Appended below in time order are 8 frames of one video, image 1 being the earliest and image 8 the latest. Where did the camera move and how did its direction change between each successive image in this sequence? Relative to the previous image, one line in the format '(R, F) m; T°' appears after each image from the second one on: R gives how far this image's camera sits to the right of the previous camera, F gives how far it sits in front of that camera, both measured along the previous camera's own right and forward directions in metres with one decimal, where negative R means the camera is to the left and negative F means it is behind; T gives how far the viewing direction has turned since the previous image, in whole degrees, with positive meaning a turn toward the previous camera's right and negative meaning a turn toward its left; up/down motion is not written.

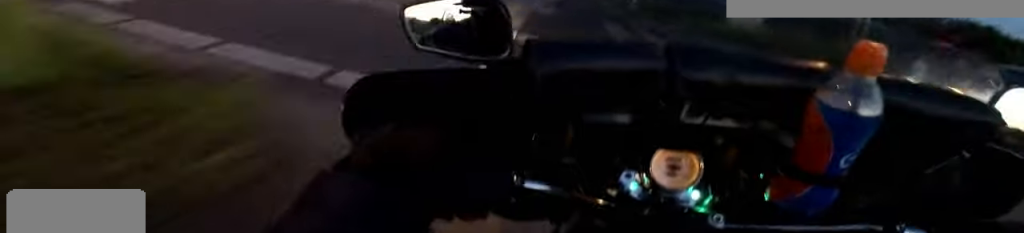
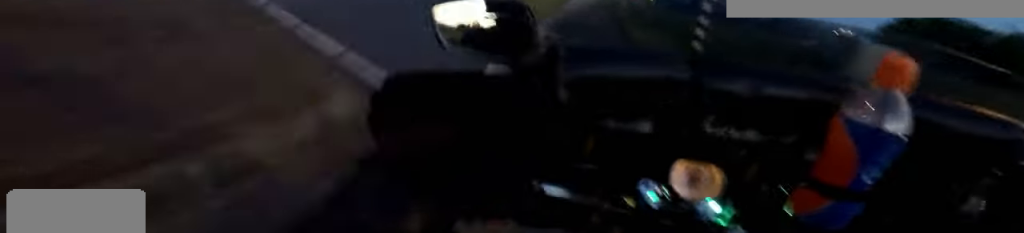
(+0.3, +7.7) m; 0°
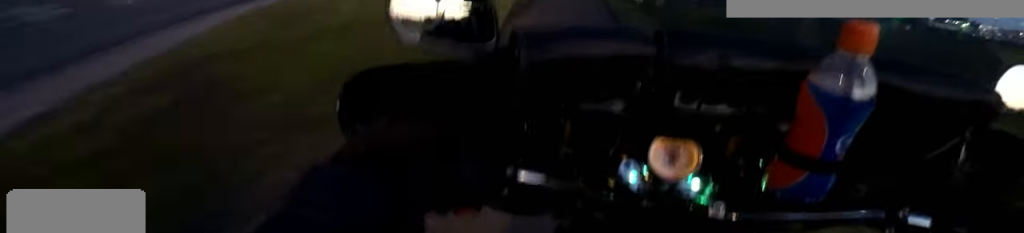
(0.0, +10.9) m; +3°
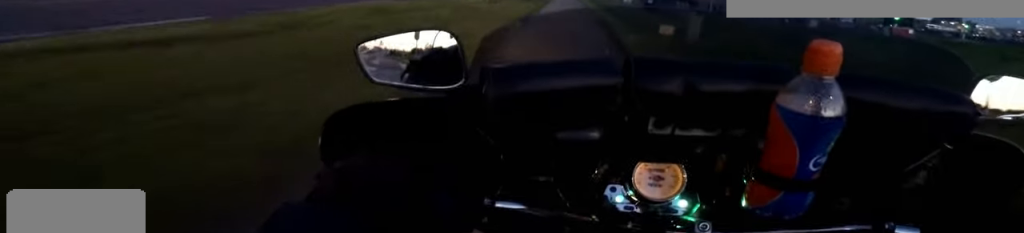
(+0.4, +5.0) m; 0°
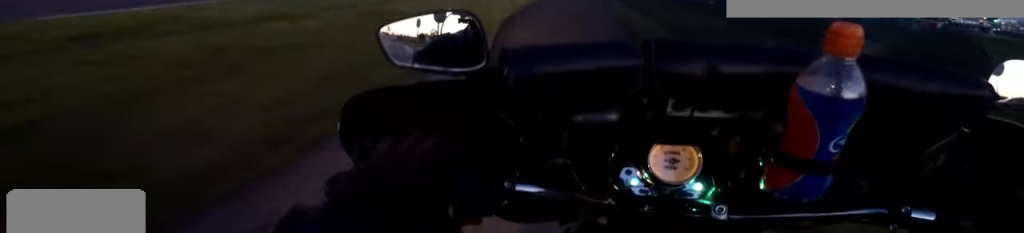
(-0.1, +5.8) m; -2°
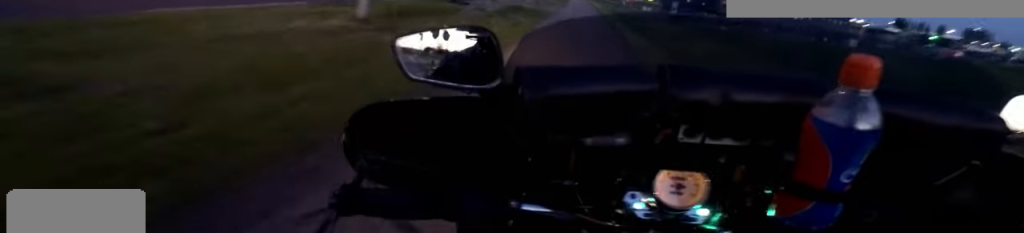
(-0.3, +5.2) m; -3°
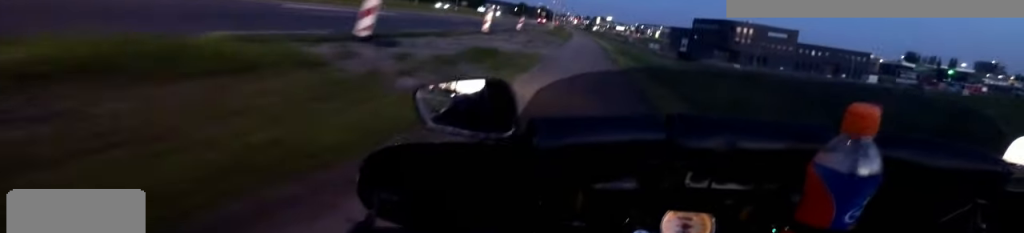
(-0.1, +5.7) m; -1°
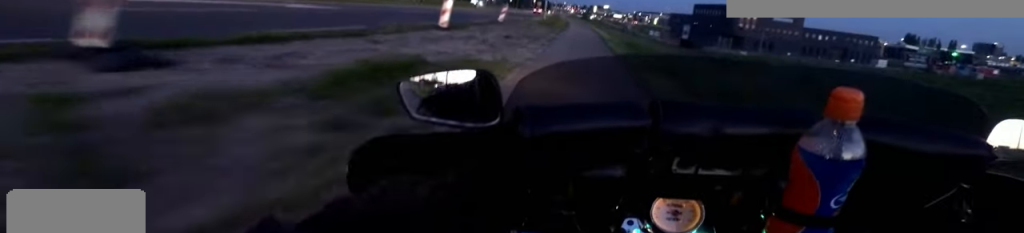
(0.0, +4.9) m; 0°
